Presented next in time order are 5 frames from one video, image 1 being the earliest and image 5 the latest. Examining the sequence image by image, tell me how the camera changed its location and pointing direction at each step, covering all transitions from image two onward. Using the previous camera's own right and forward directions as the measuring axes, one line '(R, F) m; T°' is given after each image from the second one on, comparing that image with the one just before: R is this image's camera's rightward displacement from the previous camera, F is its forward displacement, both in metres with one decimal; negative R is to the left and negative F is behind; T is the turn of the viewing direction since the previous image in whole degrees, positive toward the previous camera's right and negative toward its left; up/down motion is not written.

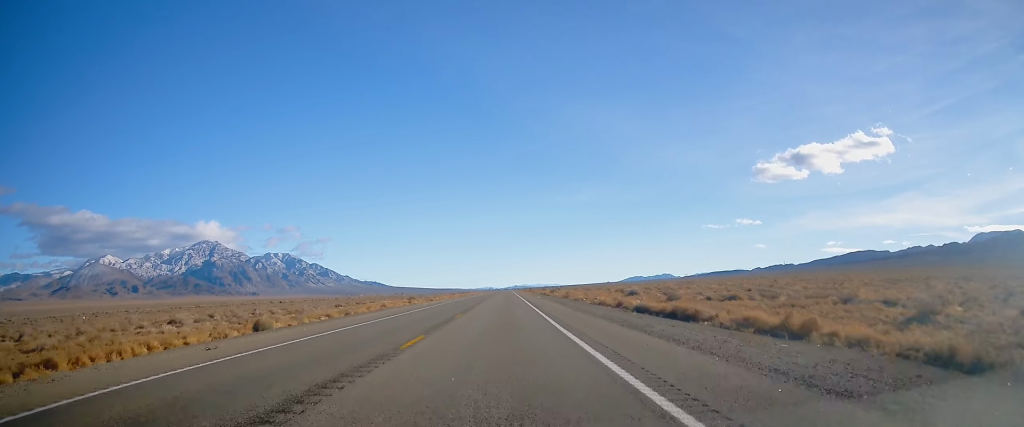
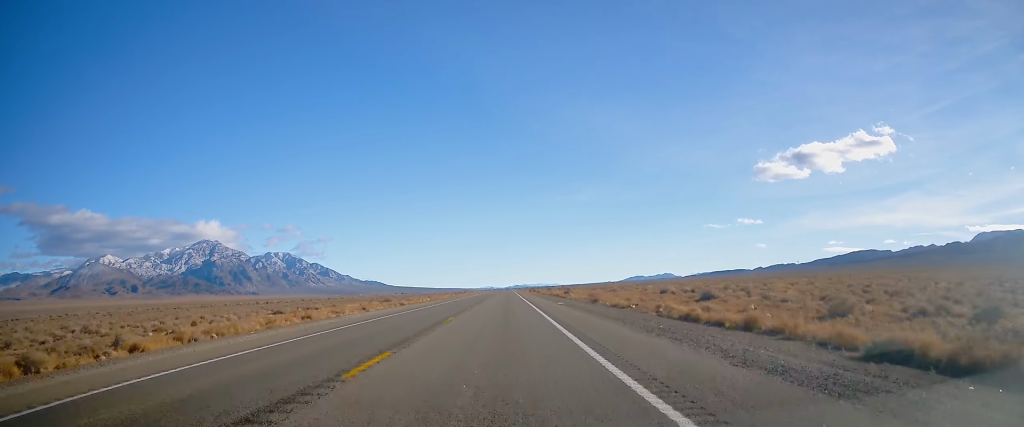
(-0.1, +28.9) m; 0°
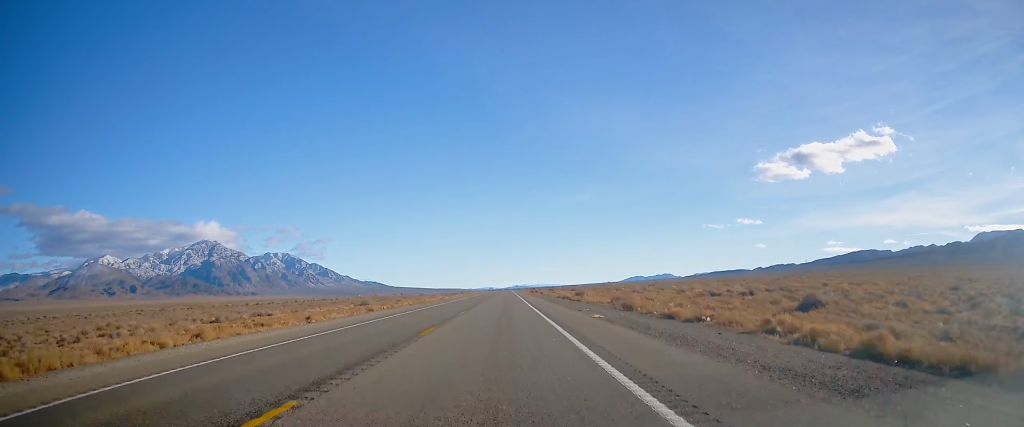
(+0.1, +17.1) m; 0°
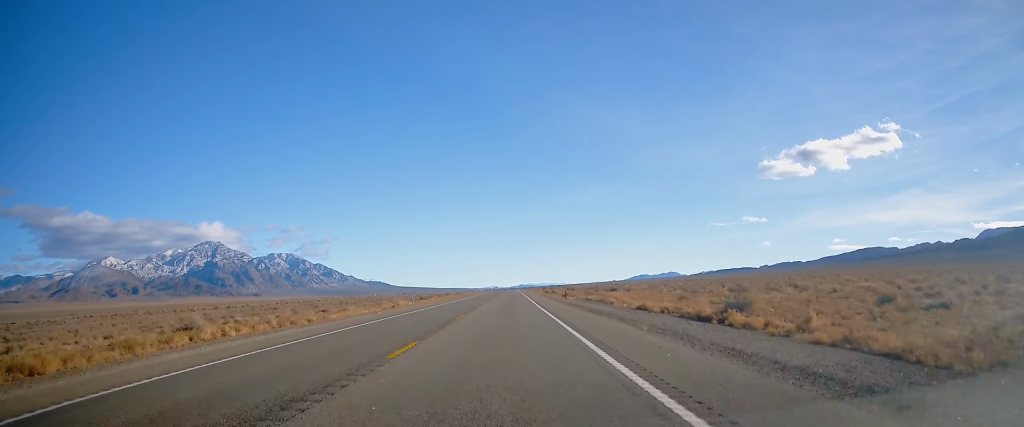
(-0.4, +53.4) m; 0°
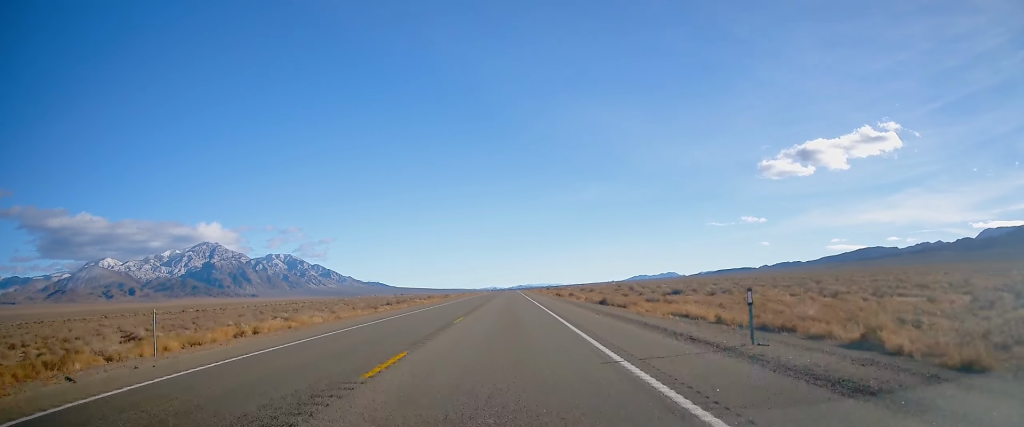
(+0.5, +39.0) m; 0°
